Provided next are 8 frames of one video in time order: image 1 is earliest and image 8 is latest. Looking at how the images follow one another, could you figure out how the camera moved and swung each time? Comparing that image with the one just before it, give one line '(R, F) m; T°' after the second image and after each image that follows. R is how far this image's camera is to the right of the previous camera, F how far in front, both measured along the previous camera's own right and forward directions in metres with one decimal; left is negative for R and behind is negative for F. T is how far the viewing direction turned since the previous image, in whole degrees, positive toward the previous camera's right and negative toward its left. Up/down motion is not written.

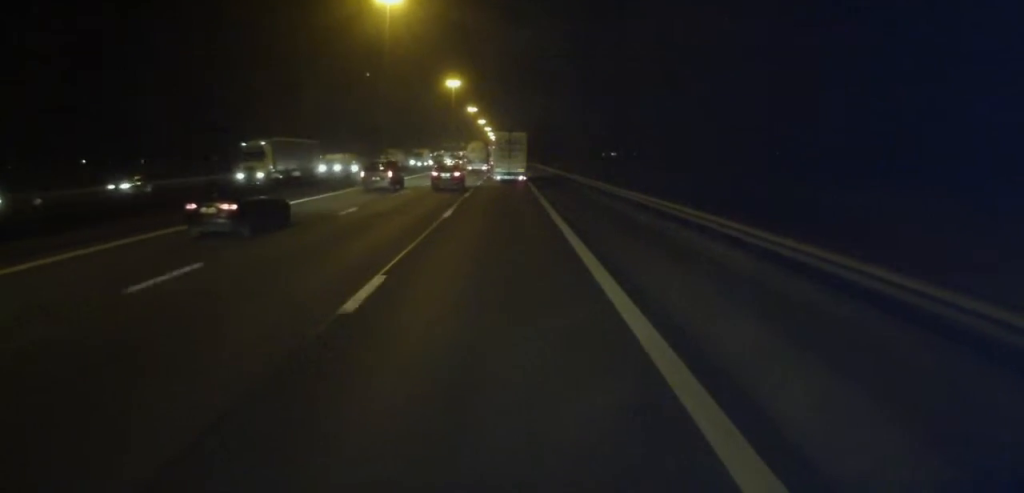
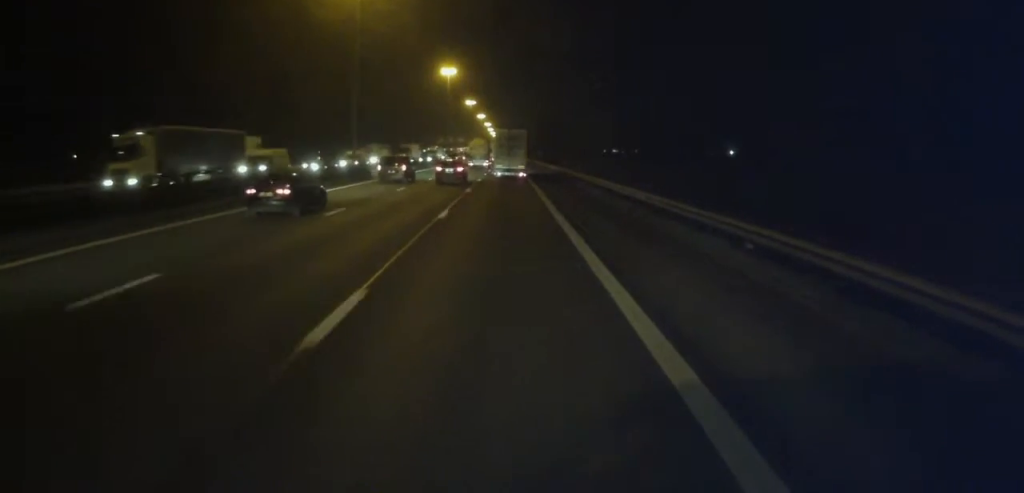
(0.0, +15.0) m; 0°
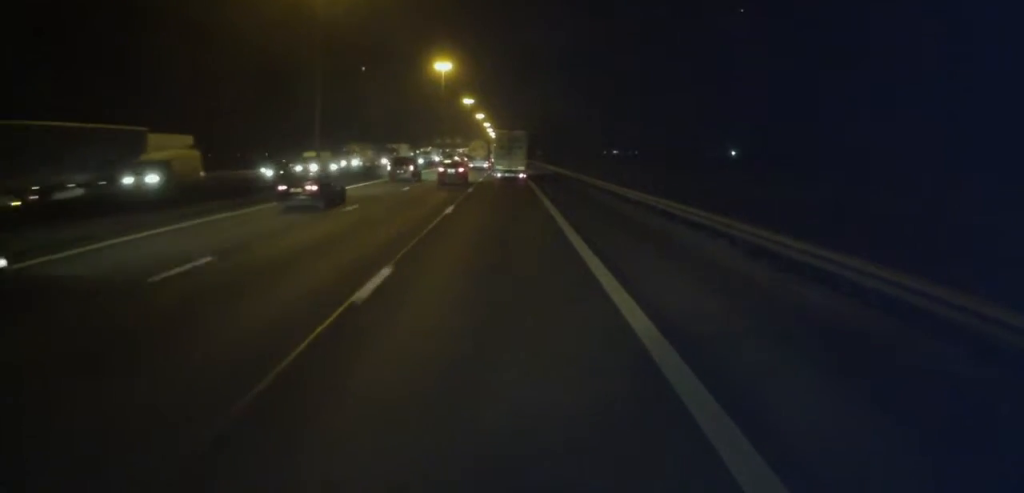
(0.0, +11.1) m; 0°
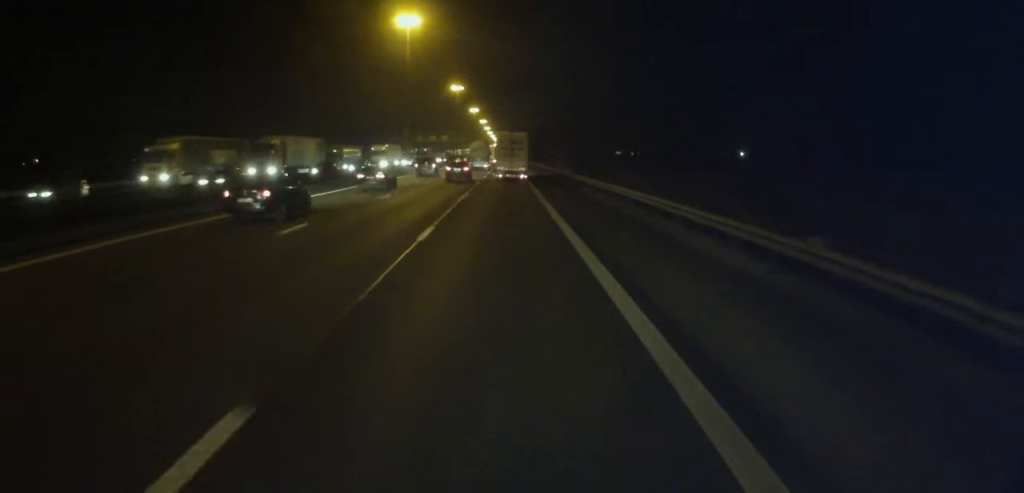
(0.0, +46.5) m; 0°
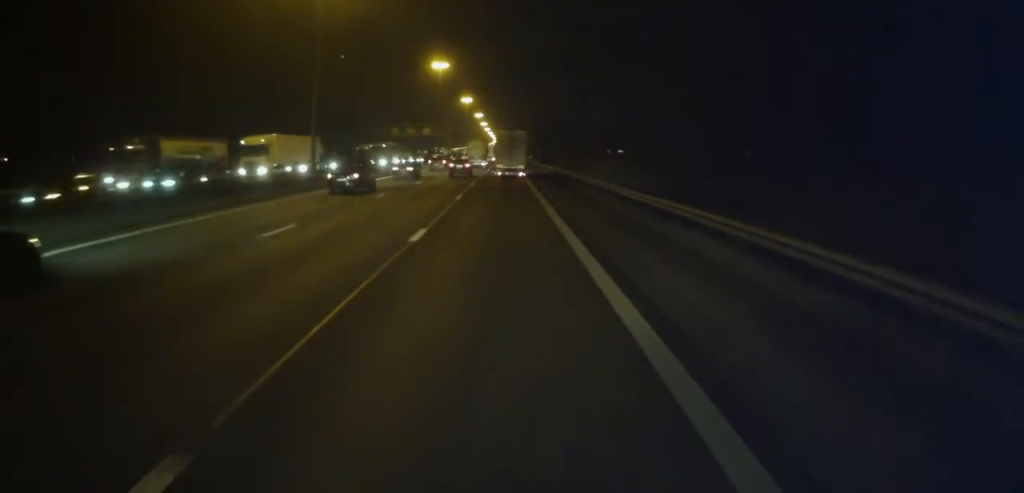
(0.0, +44.1) m; 0°
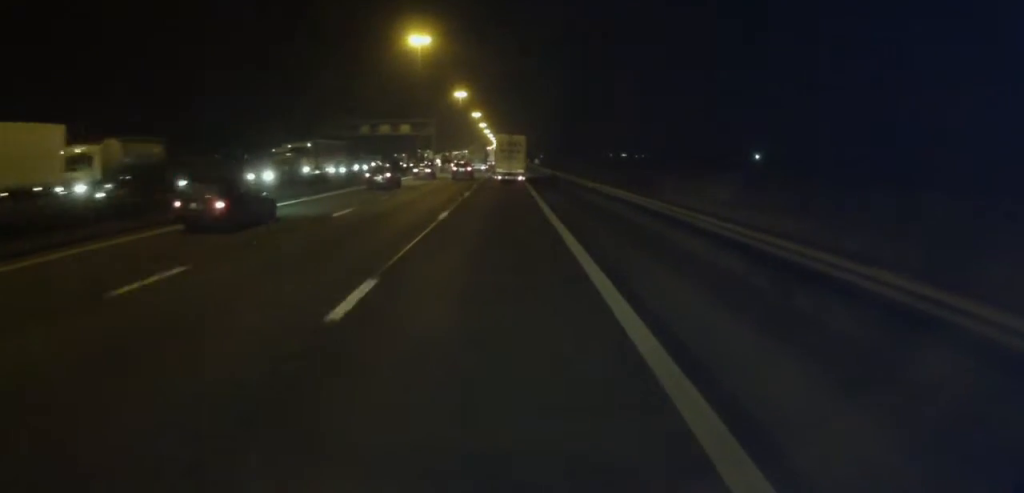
(0.0, +33.1) m; 0°
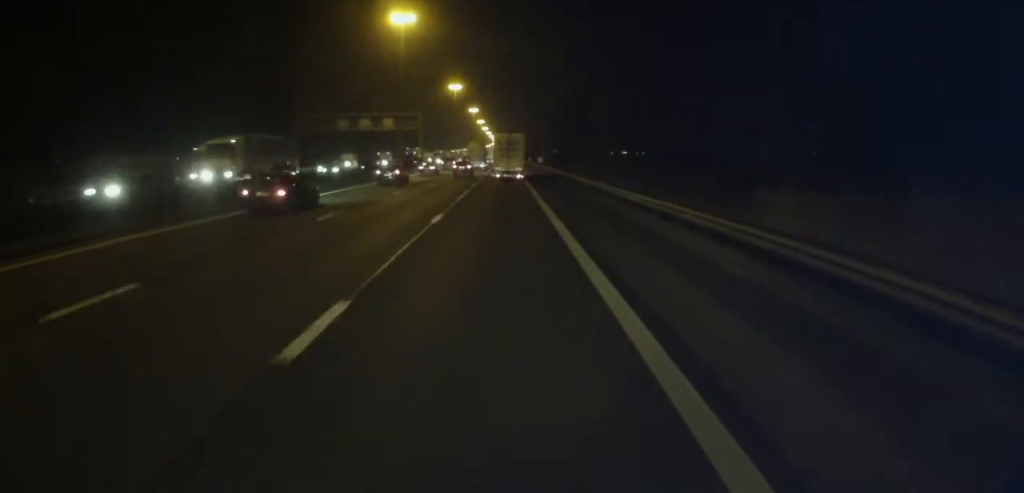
(0.0, +14.9) m; 0°
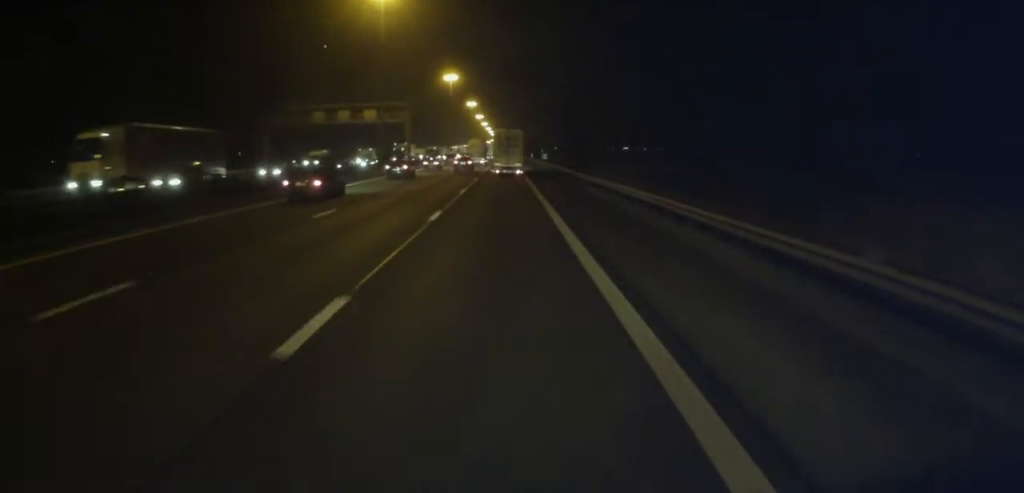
(0.0, +13.4) m; 0°
